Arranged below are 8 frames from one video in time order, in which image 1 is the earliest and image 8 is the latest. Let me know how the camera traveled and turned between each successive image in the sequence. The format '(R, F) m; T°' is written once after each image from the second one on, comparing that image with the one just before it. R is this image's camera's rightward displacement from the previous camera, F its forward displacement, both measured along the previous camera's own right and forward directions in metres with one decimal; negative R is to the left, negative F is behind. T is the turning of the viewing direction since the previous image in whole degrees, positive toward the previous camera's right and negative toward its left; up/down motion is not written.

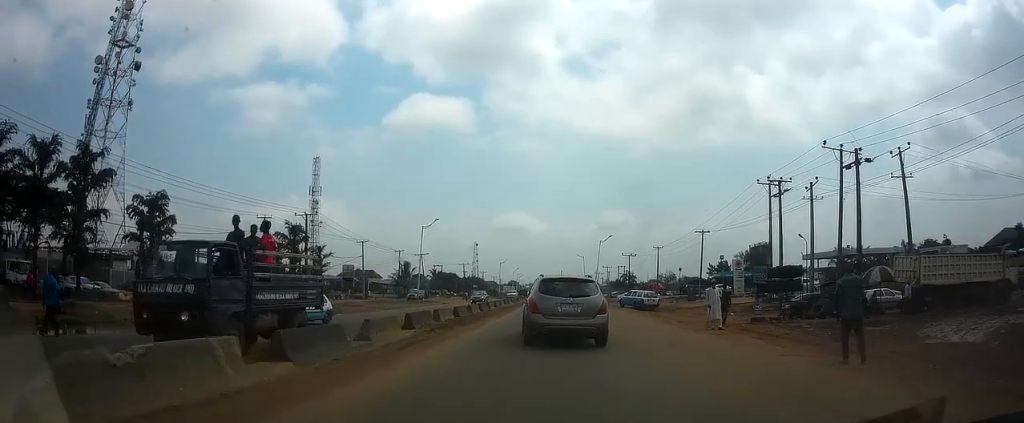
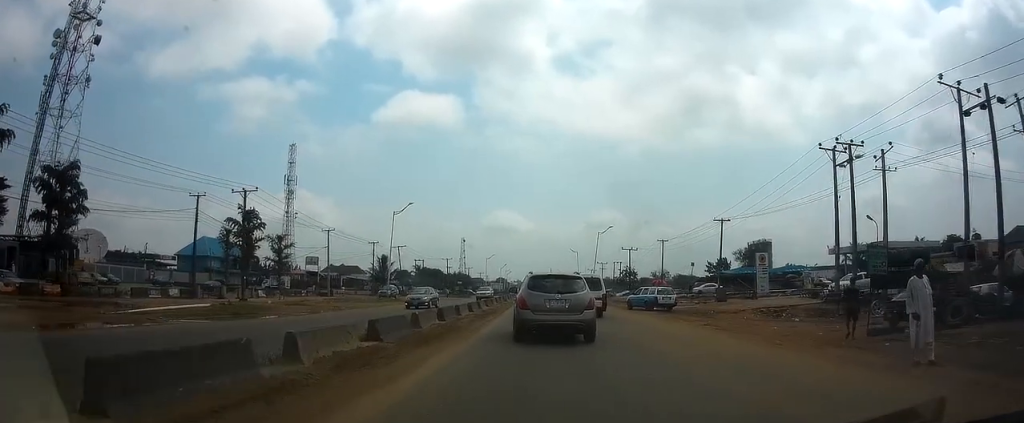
(+0.1, +11.6) m; +1°
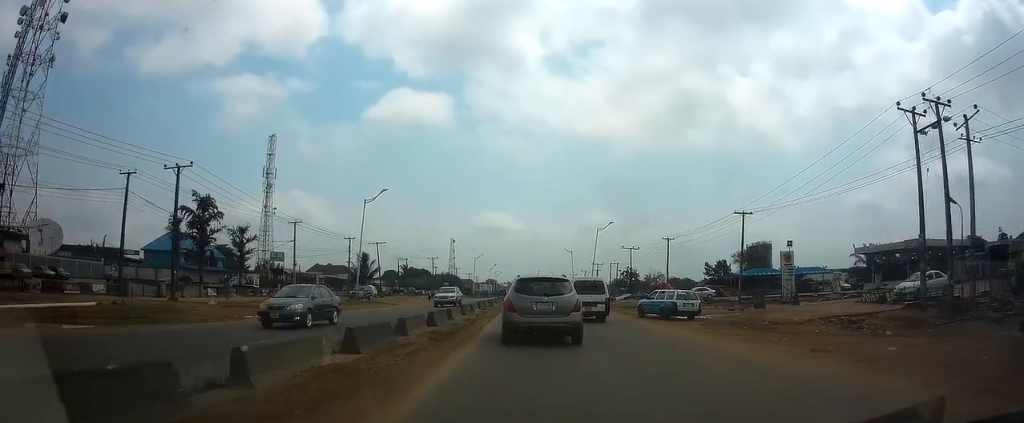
(+0.1, +8.9) m; +1°
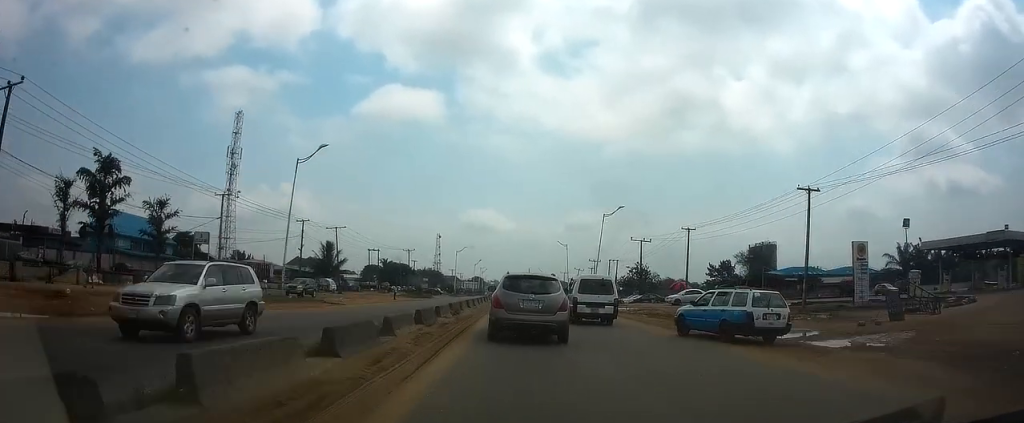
(+0.1, +16.1) m; +1°
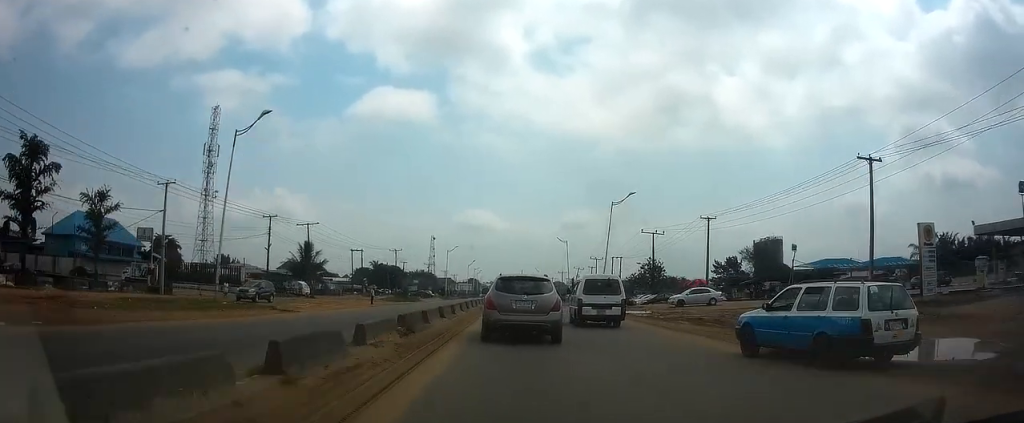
(+0.1, +8.9) m; 0°
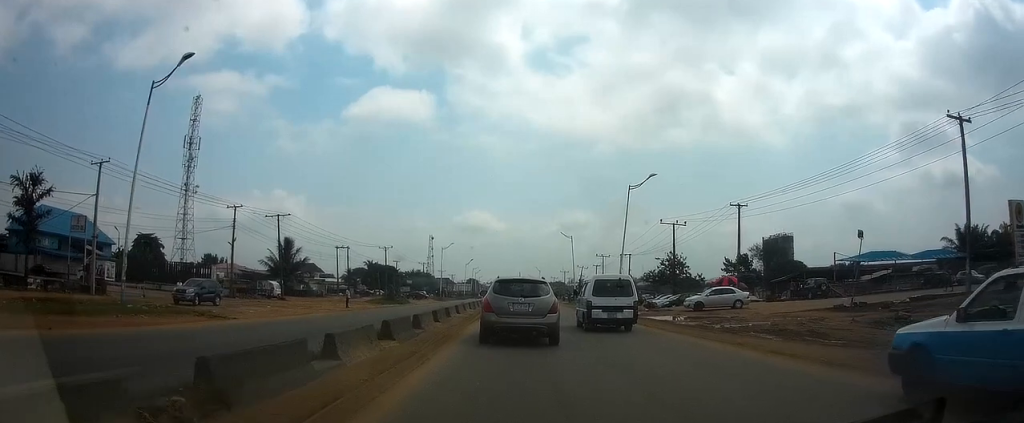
(-0.1, +9.2) m; 0°
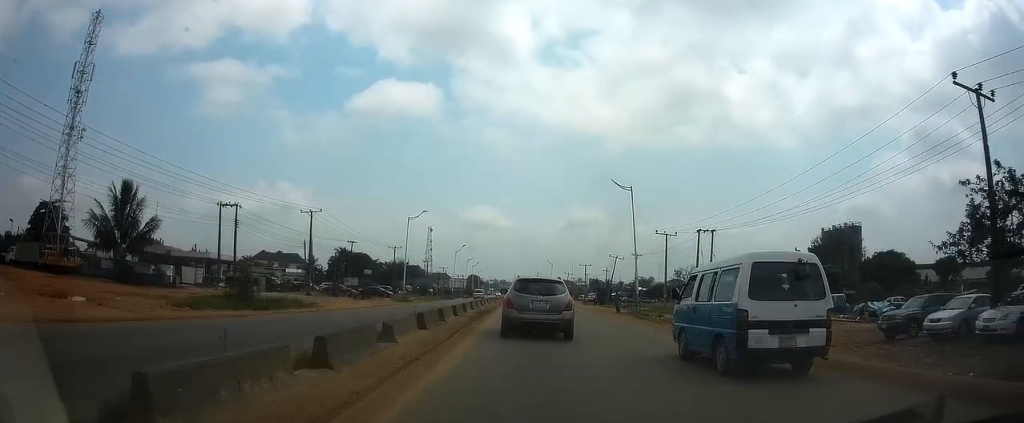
(-0.2, +41.9) m; 0°
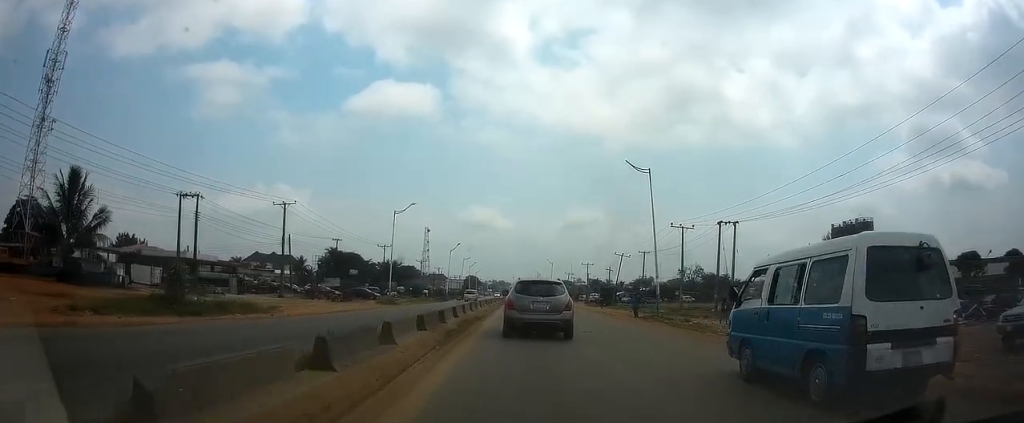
(0.0, +7.6) m; 0°
